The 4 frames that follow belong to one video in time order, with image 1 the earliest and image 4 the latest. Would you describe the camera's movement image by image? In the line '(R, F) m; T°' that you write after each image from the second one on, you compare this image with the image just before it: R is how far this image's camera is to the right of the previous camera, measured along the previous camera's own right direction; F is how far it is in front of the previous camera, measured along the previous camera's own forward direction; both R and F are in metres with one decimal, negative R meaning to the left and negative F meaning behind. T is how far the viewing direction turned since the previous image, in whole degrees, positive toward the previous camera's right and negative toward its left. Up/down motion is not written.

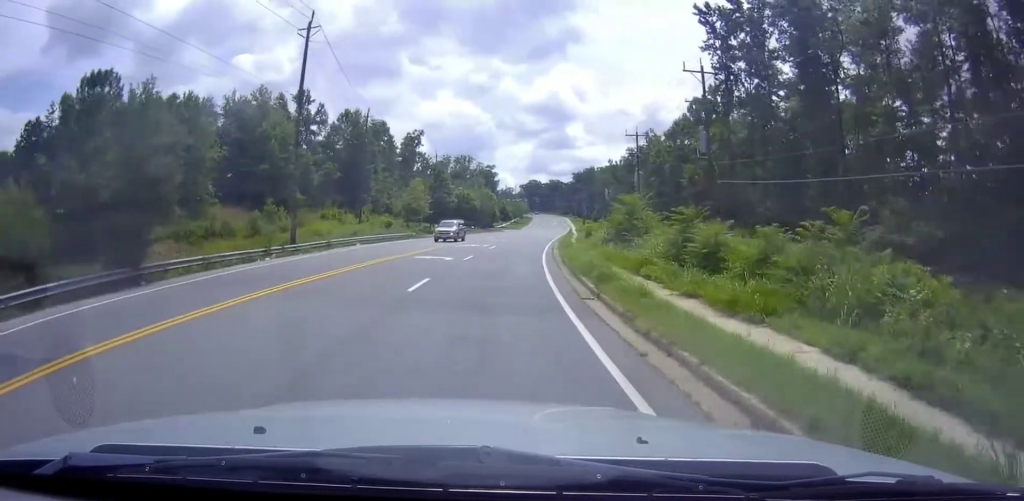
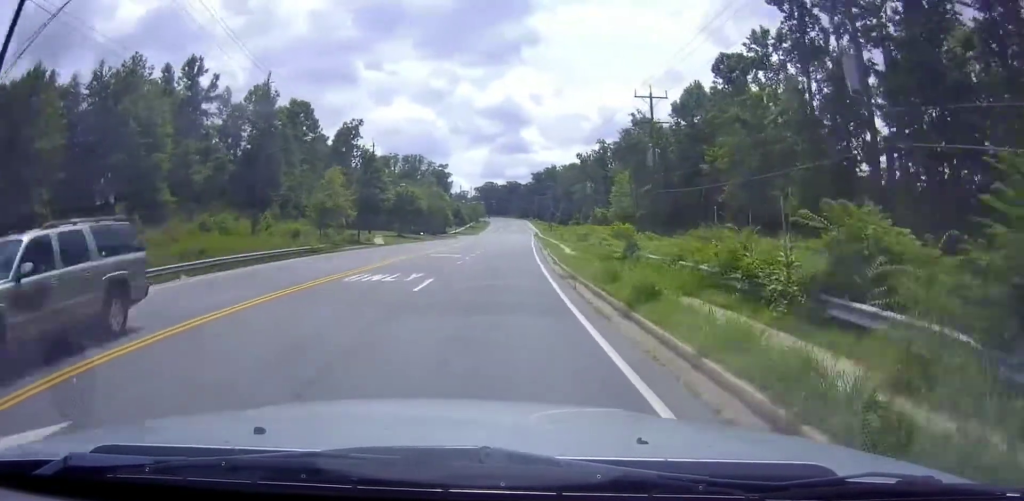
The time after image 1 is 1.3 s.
(+0.4, +24.5) m; +4°
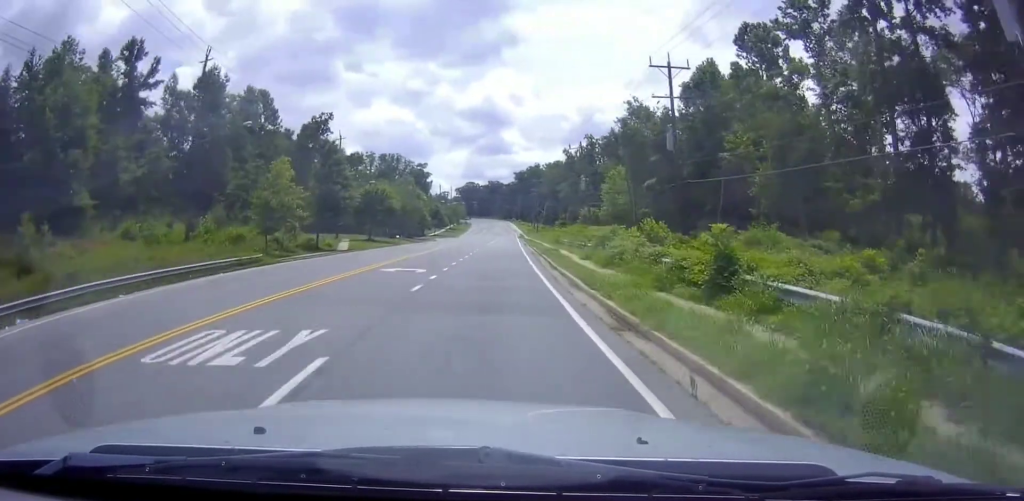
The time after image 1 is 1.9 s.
(+0.3, +10.3) m; +2°
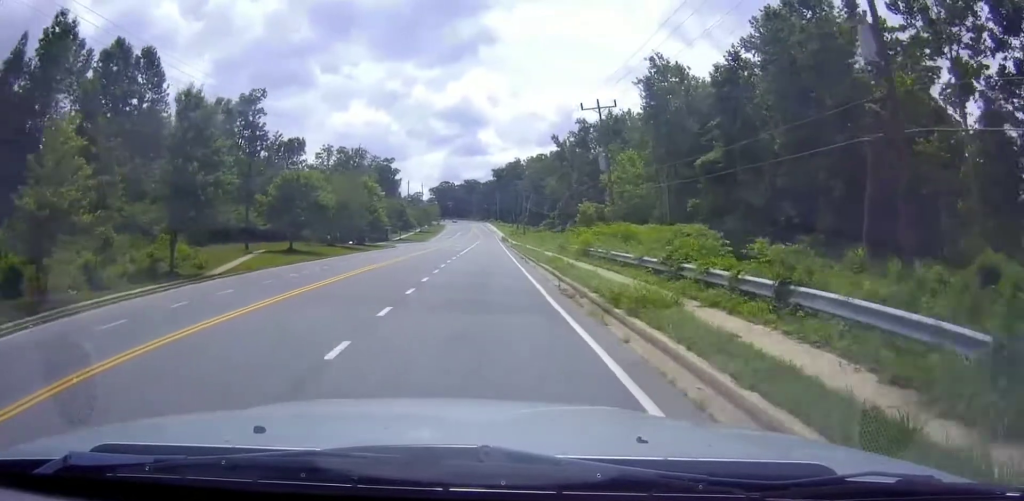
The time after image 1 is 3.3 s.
(+0.8, +25.8) m; +2°
